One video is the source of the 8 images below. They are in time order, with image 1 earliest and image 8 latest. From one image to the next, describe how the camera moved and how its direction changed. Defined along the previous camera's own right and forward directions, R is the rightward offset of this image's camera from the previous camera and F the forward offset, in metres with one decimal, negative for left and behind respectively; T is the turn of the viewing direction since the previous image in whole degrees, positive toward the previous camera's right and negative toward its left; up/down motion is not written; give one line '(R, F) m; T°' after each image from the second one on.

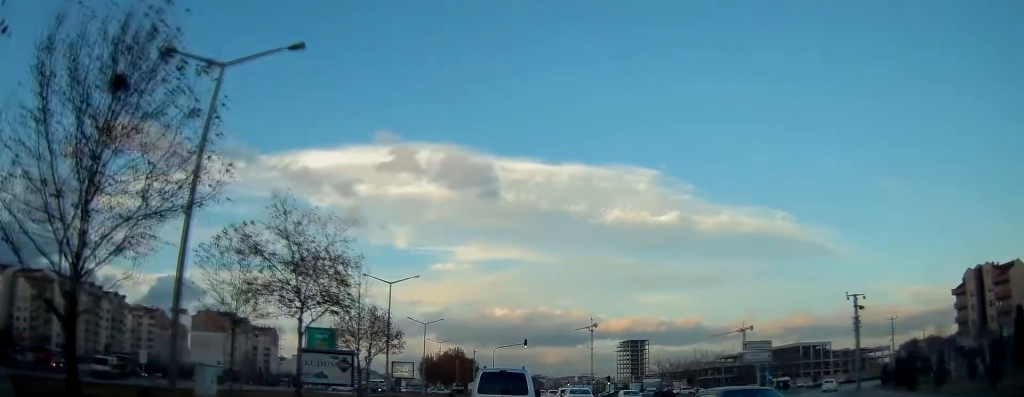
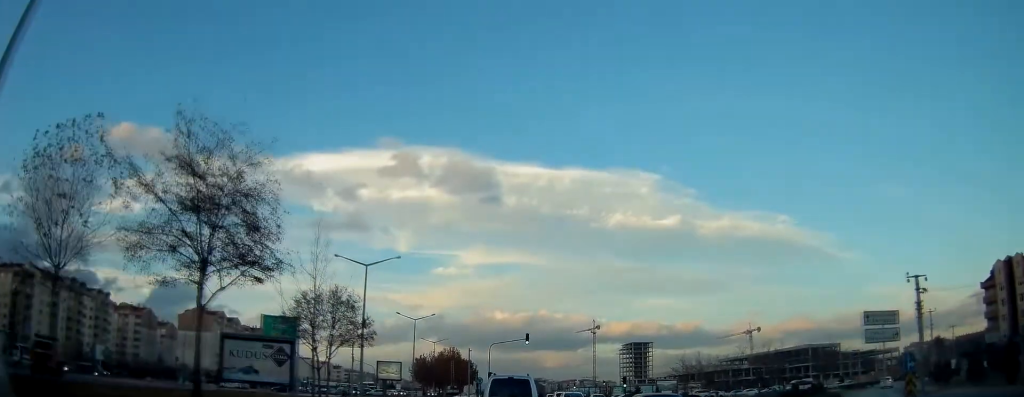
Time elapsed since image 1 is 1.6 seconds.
(+0.2, +10.3) m; +3°
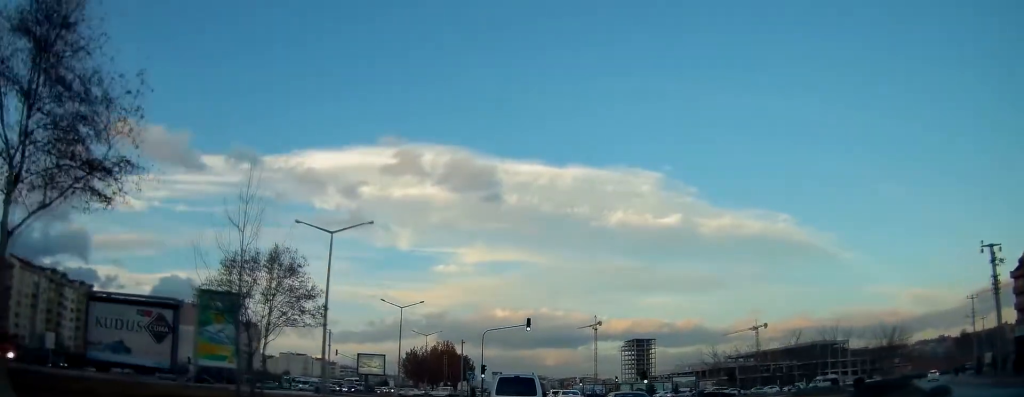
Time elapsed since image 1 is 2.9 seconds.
(+0.2, +9.8) m; 0°
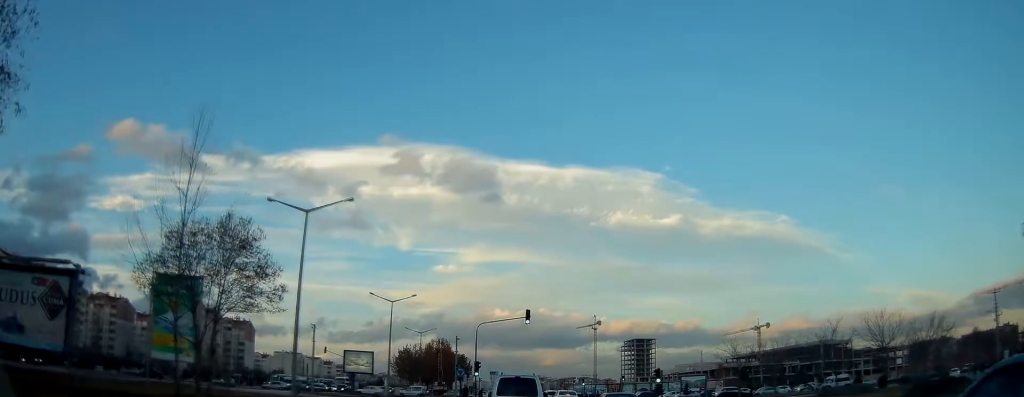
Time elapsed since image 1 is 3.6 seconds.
(-0.1, +5.2) m; 0°
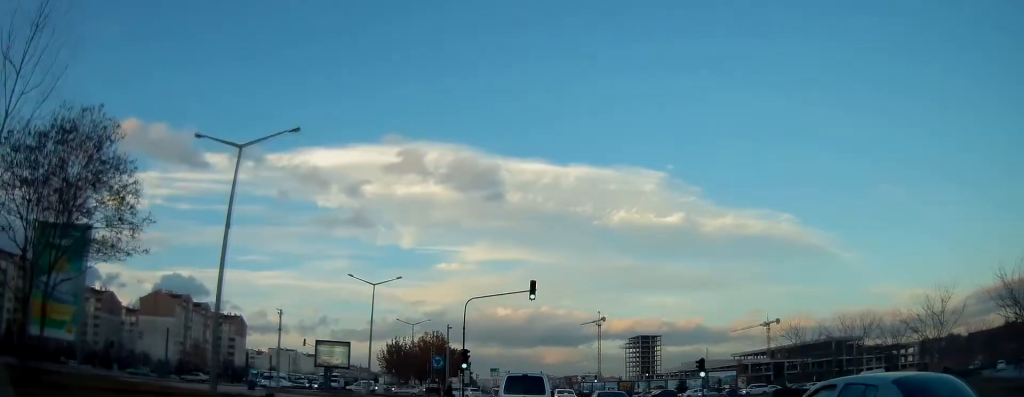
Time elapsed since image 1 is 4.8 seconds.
(+0.1, +10.9) m; 0°
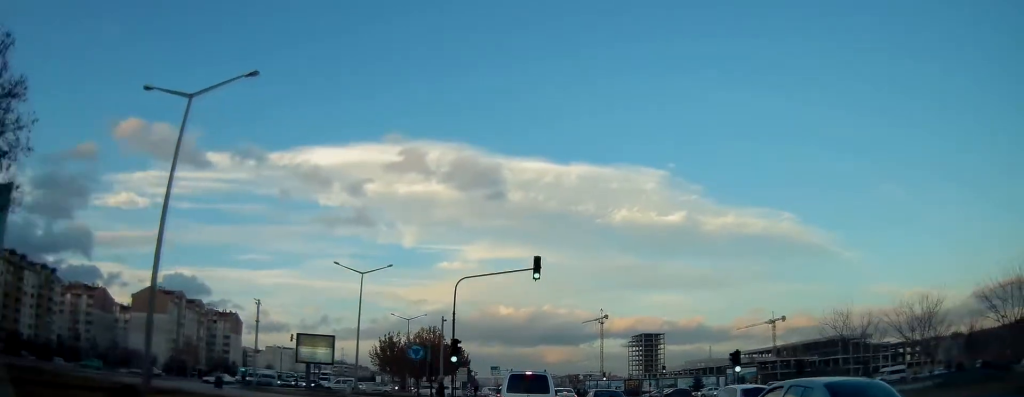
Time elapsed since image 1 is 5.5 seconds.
(-0.1, +5.9) m; -1°
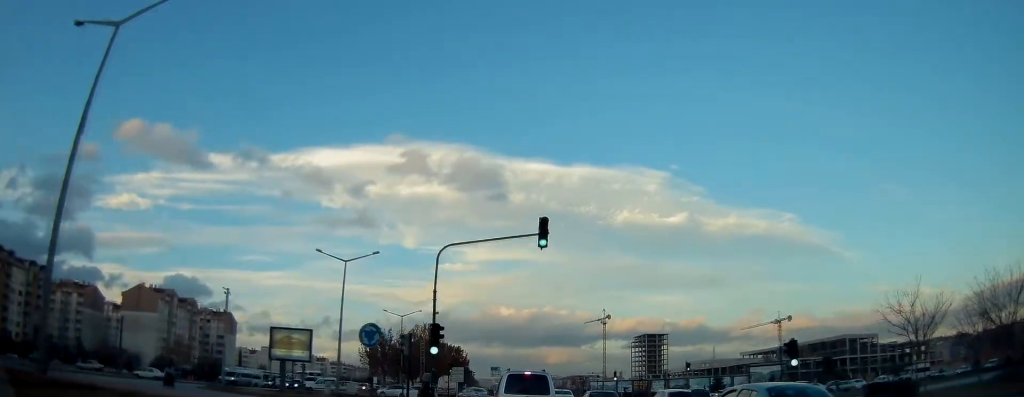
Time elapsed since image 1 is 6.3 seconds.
(-0.1, +6.8) m; -1°
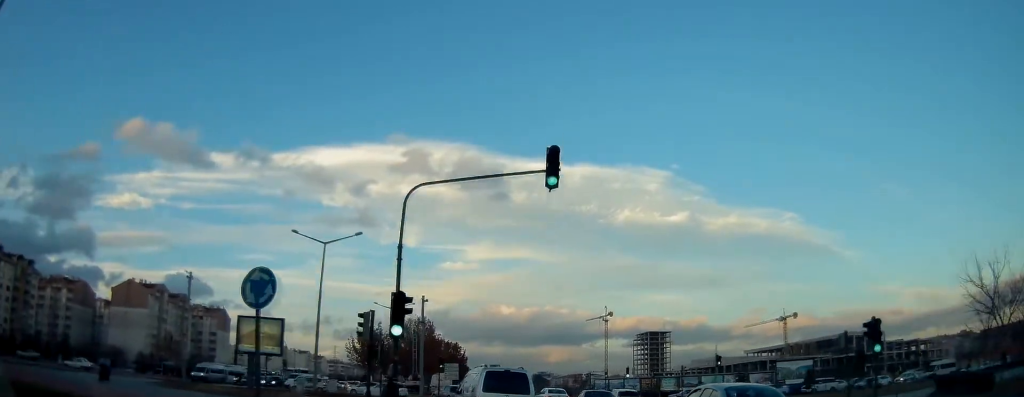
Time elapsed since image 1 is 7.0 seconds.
(-0.1, +6.7) m; 0°
